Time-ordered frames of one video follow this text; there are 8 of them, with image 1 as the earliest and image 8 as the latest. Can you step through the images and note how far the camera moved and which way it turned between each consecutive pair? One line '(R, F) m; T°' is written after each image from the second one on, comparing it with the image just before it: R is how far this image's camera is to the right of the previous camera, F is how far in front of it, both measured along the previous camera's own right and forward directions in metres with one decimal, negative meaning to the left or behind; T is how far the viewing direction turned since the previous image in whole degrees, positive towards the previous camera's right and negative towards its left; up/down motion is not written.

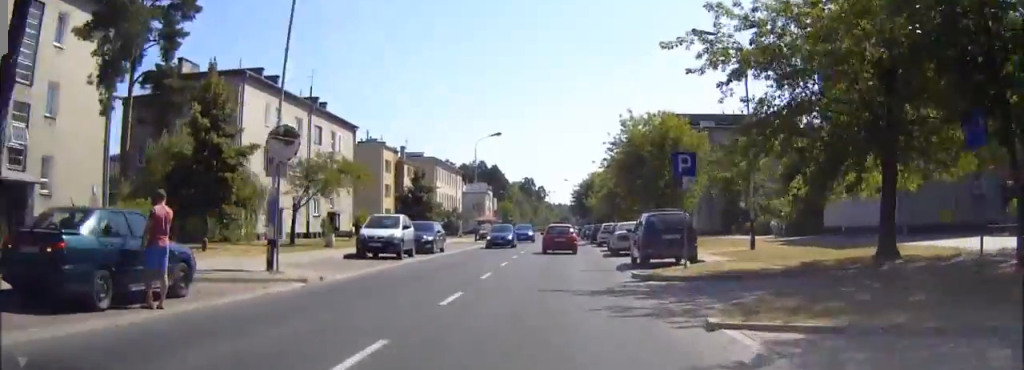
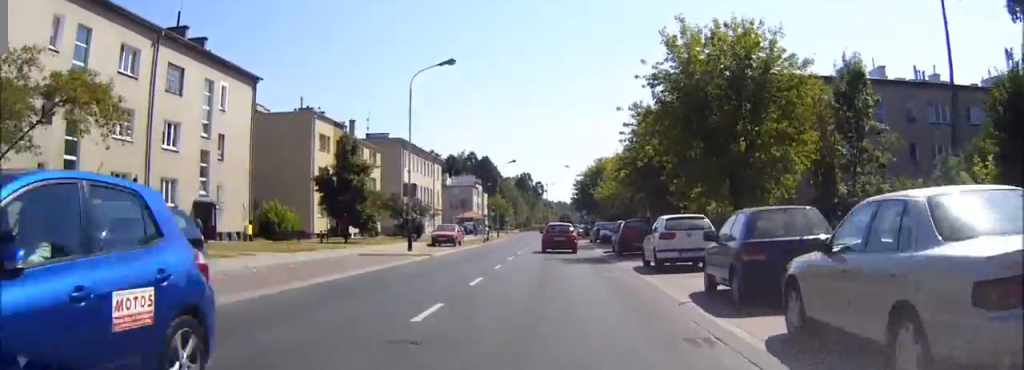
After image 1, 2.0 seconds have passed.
(+0.2, +26.3) m; 0°
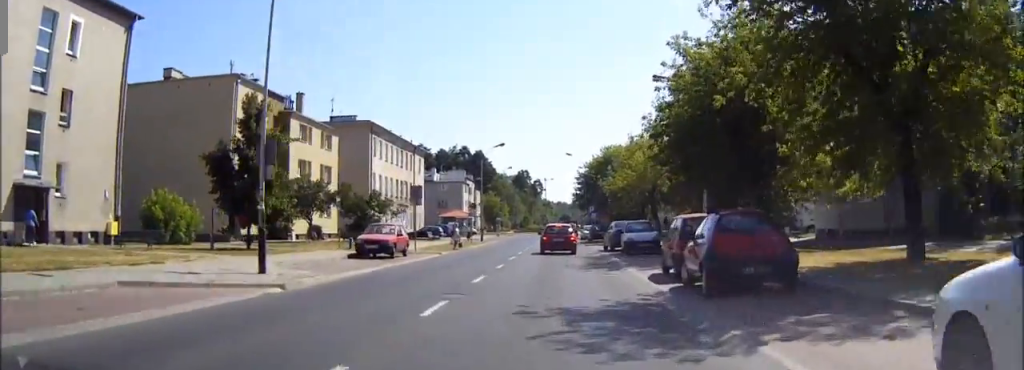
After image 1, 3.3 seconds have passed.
(0.0, +17.3) m; 0°
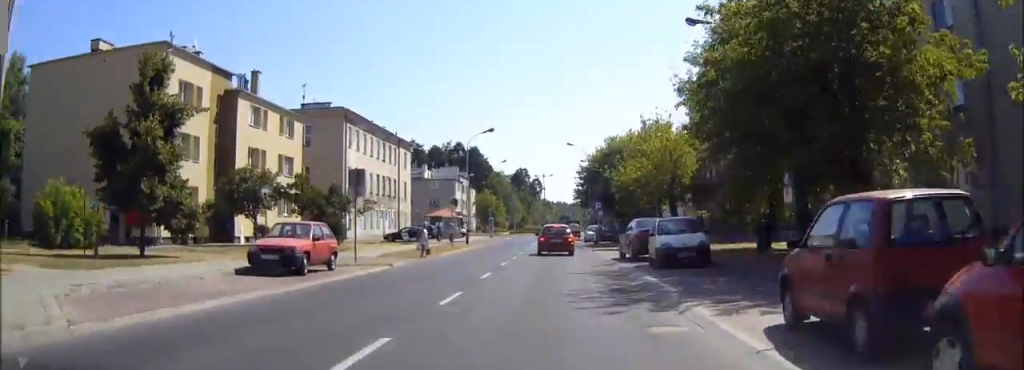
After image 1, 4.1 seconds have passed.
(0.0, +10.2) m; 0°
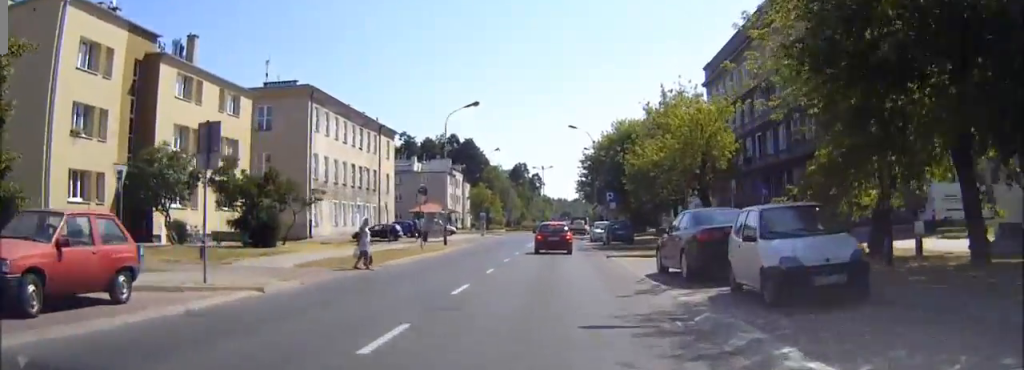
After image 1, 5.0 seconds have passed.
(0.0, +10.9) m; 0°
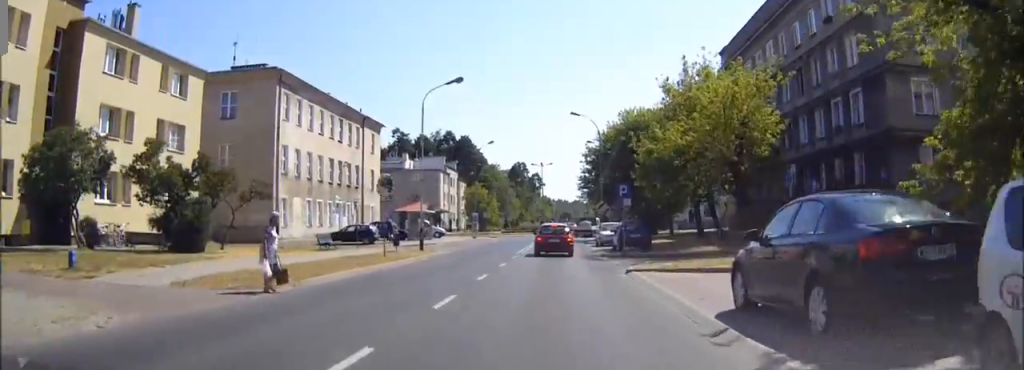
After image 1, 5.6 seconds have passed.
(0.0, +7.8) m; 0°
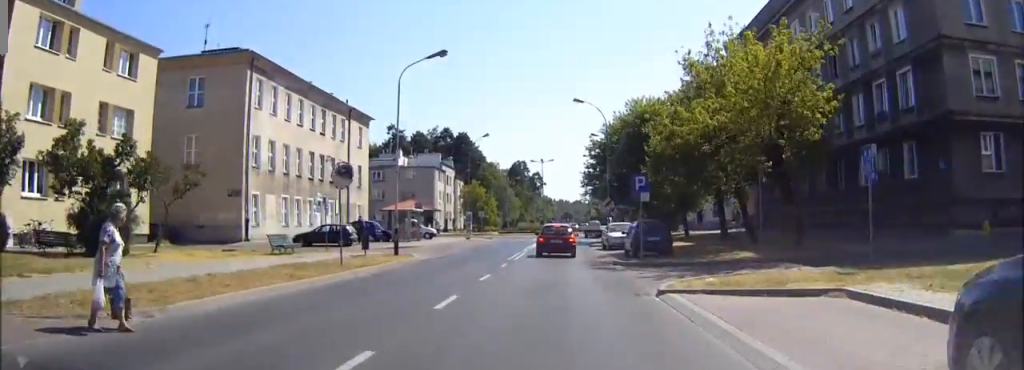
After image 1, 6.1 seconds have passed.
(0.0, +6.0) m; 0°
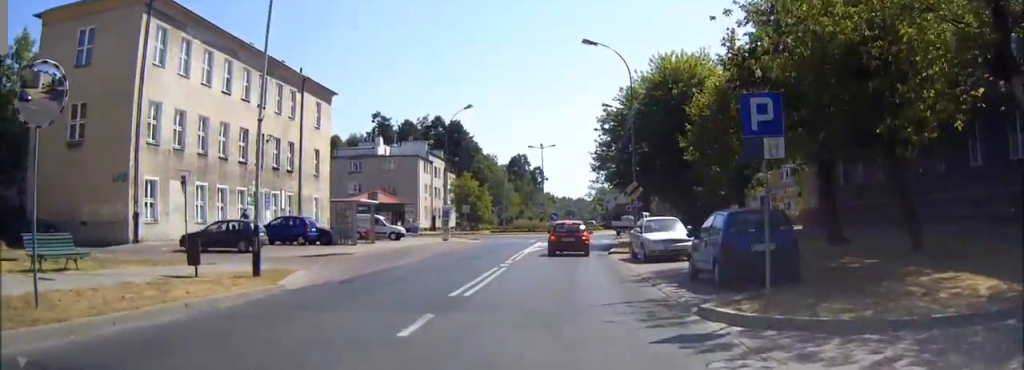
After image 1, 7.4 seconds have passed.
(-0.1, +15.0) m; 0°
